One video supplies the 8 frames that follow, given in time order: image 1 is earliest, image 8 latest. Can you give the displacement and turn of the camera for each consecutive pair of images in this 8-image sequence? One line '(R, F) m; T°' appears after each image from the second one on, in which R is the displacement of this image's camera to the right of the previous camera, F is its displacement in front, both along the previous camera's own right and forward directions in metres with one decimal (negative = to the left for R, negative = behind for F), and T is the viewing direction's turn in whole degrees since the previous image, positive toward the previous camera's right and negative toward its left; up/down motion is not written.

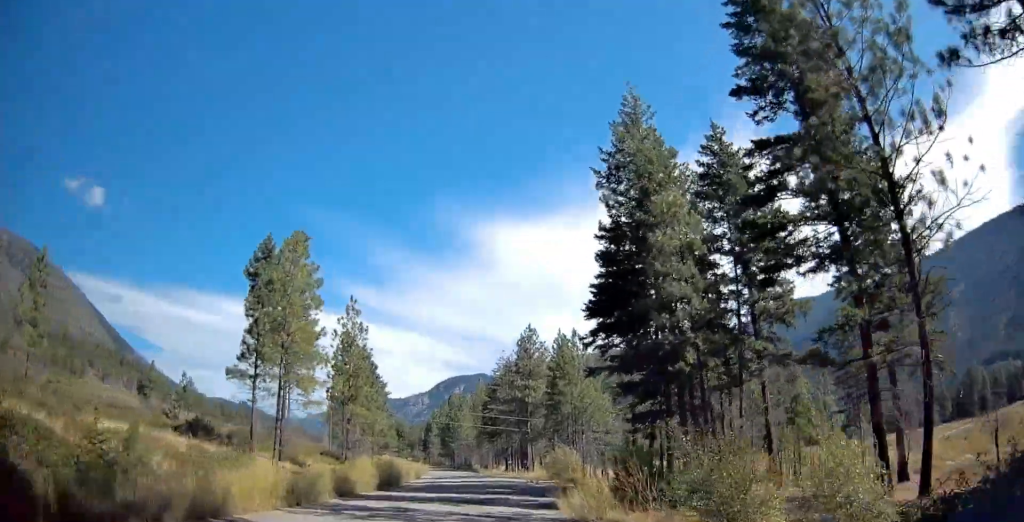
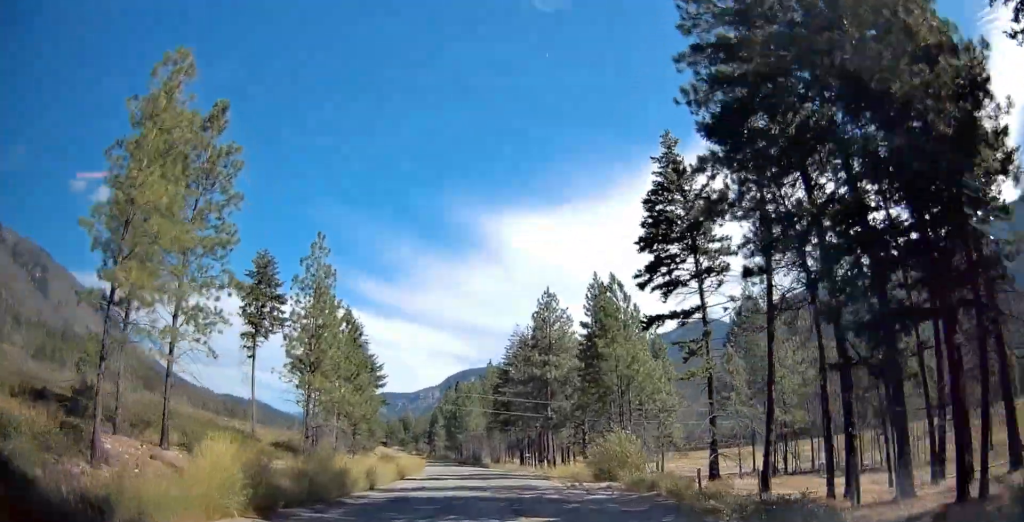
(+0.1, +17.6) m; -1°
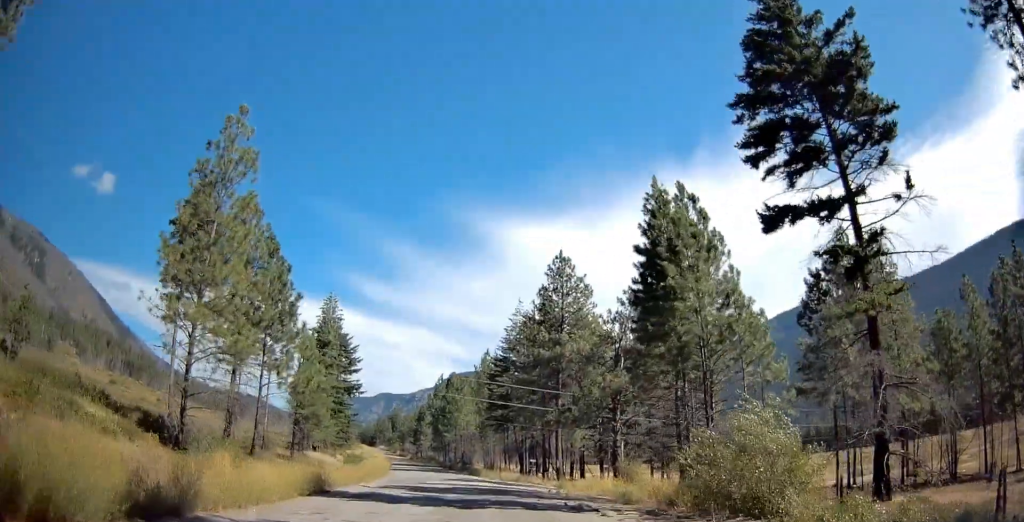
(-0.1, +19.4) m; 0°
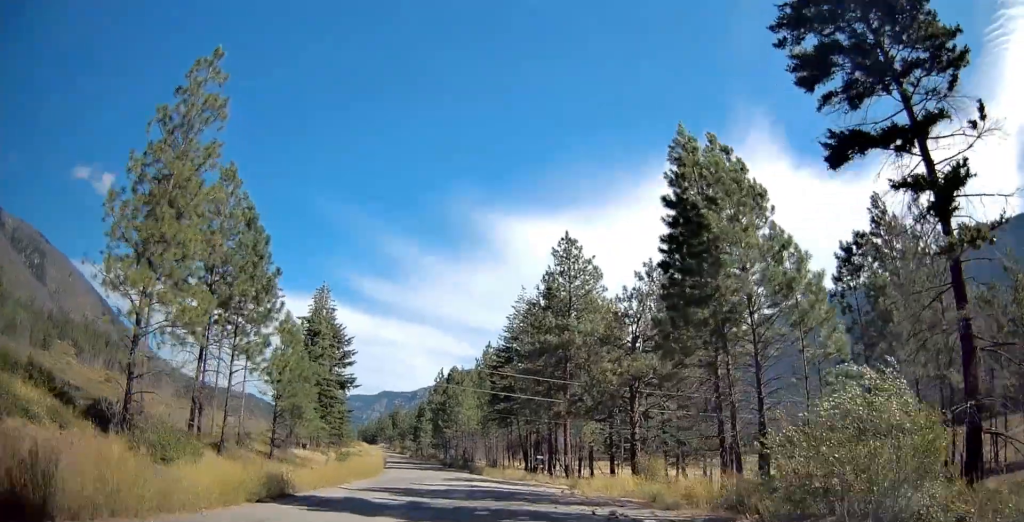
(0.0, +5.3) m; 0°
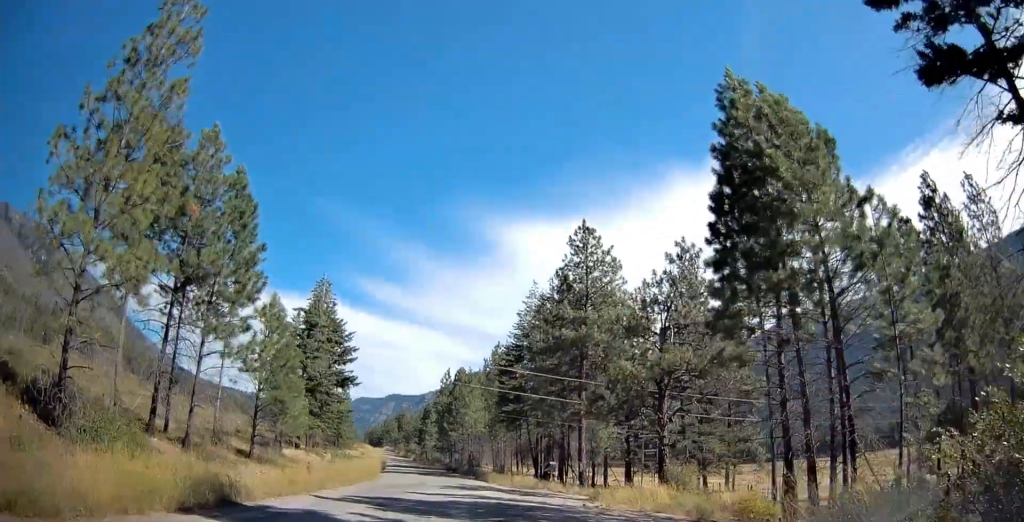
(+0.1, +4.8) m; -1°
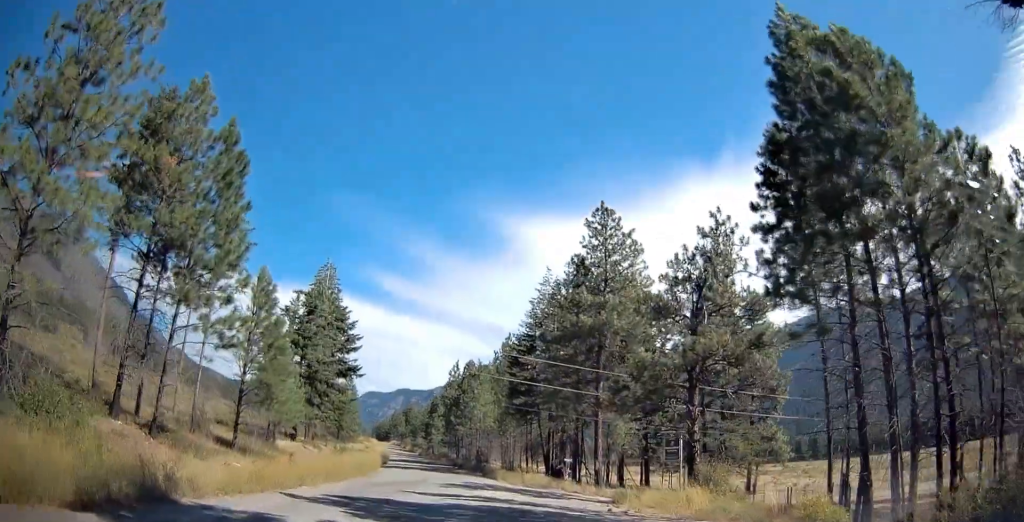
(+0.1, +3.8) m; -1°
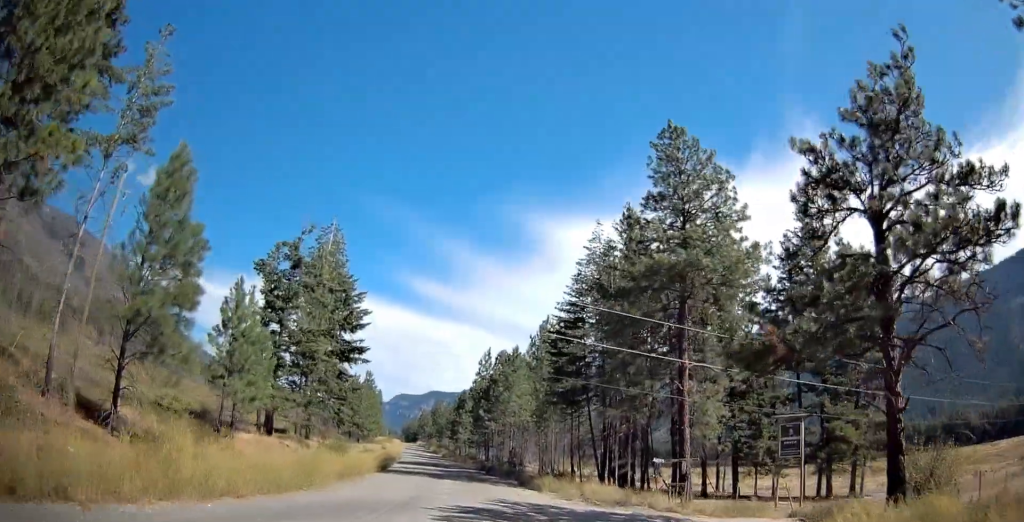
(-0.3, +14.3) m; -2°
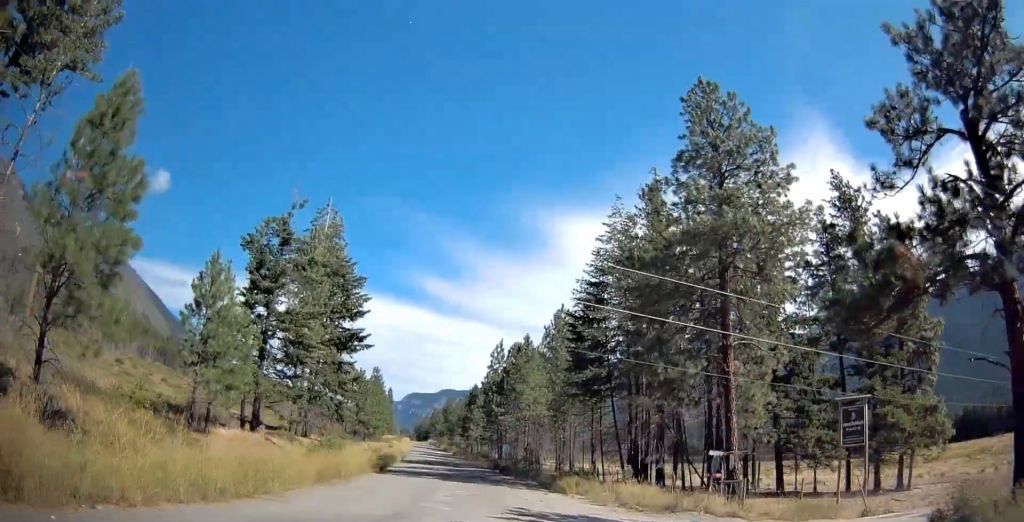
(+0.4, +5.1) m; -3°
